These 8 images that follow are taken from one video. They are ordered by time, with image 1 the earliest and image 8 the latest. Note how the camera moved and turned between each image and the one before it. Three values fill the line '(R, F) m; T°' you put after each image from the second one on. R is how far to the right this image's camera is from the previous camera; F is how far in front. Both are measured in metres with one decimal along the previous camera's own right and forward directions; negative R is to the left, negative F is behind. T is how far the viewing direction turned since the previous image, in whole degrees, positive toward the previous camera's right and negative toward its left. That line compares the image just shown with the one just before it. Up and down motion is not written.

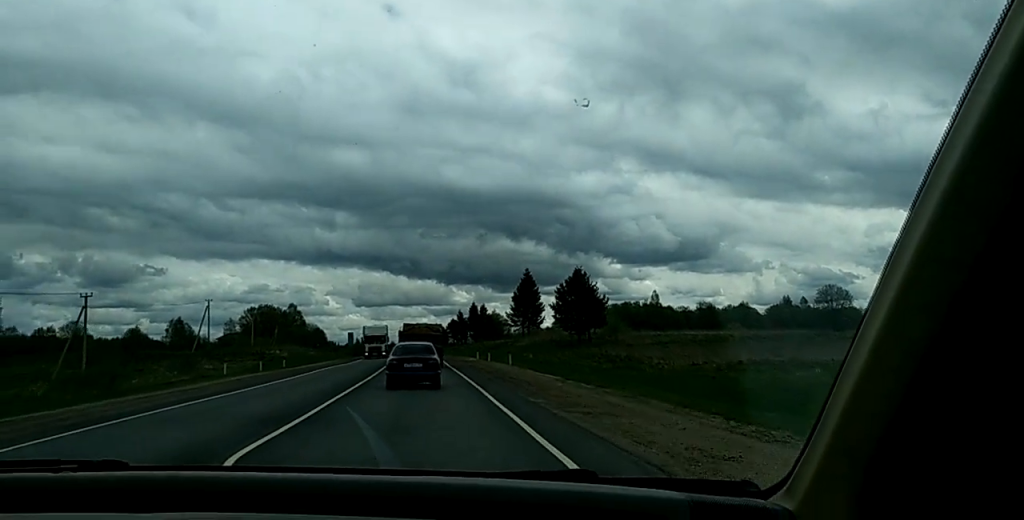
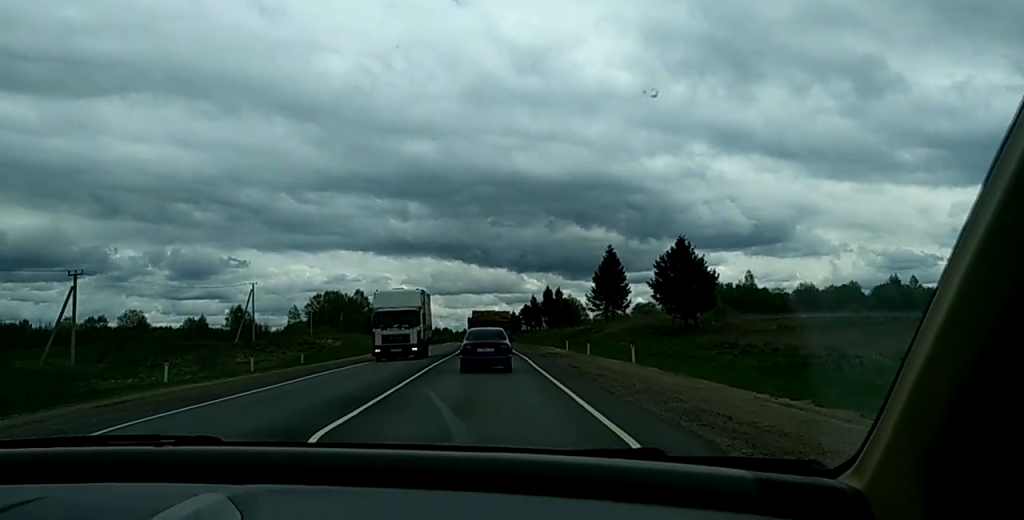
(-0.5, +20.1) m; 0°
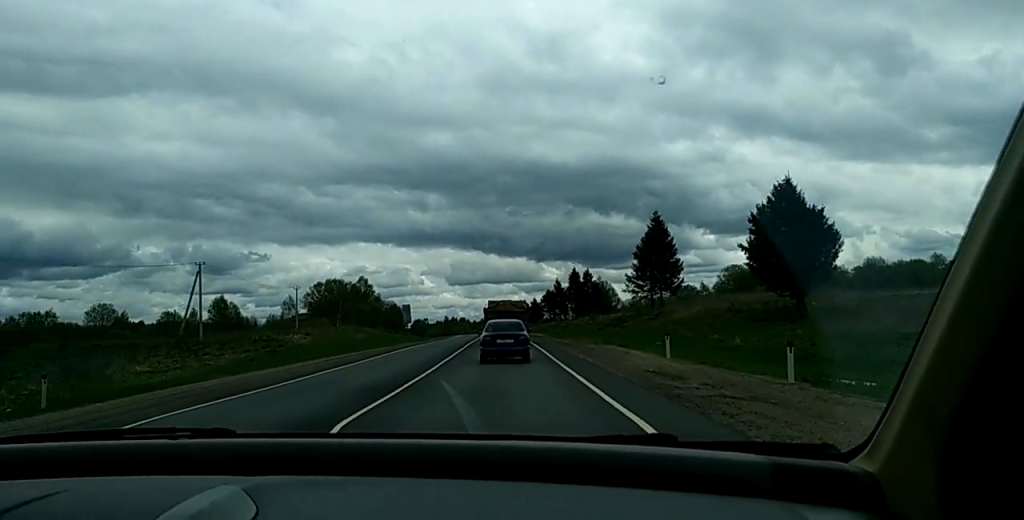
(+0.2, +28.3) m; -1°
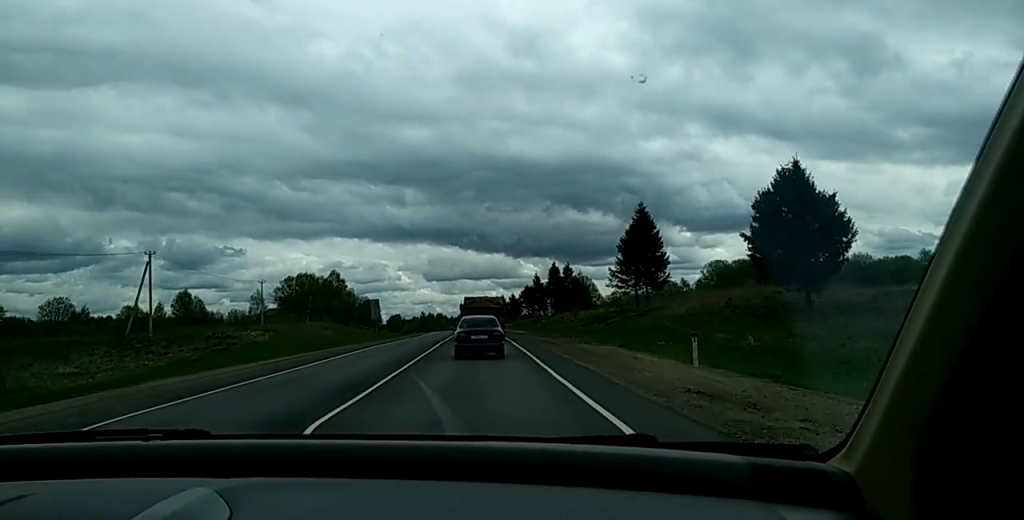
(-0.4, +6.4) m; 0°
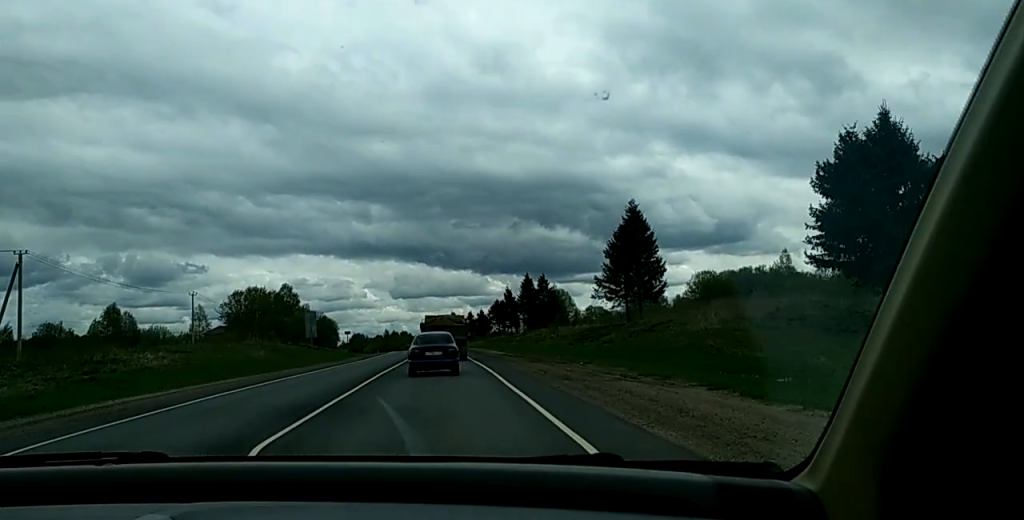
(+0.5, +17.5) m; +2°
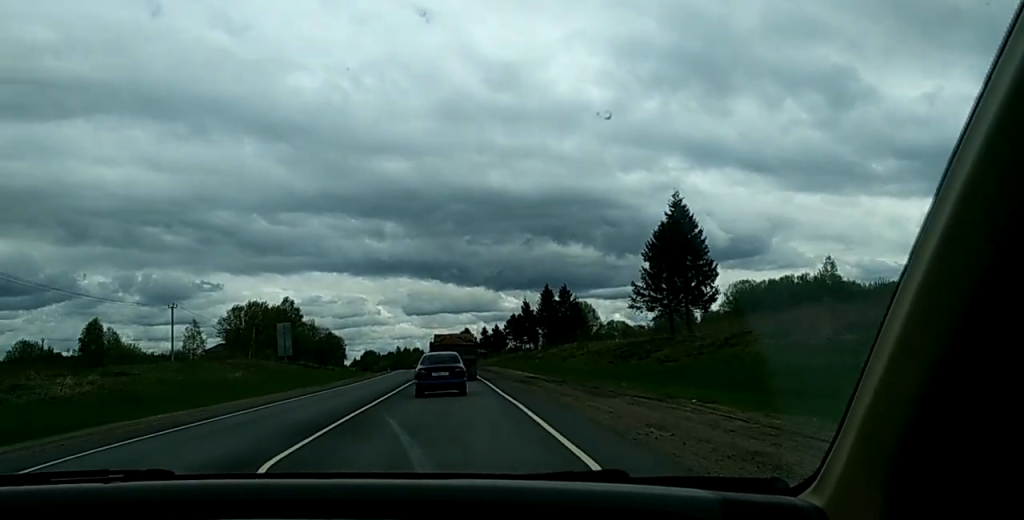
(+0.1, +15.4) m; 0°
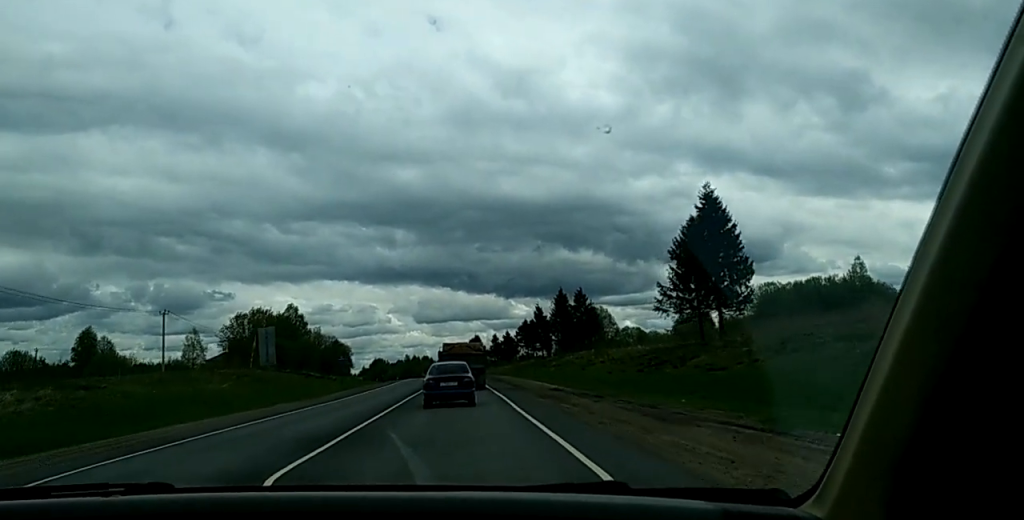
(0.0, +7.4) m; 0°
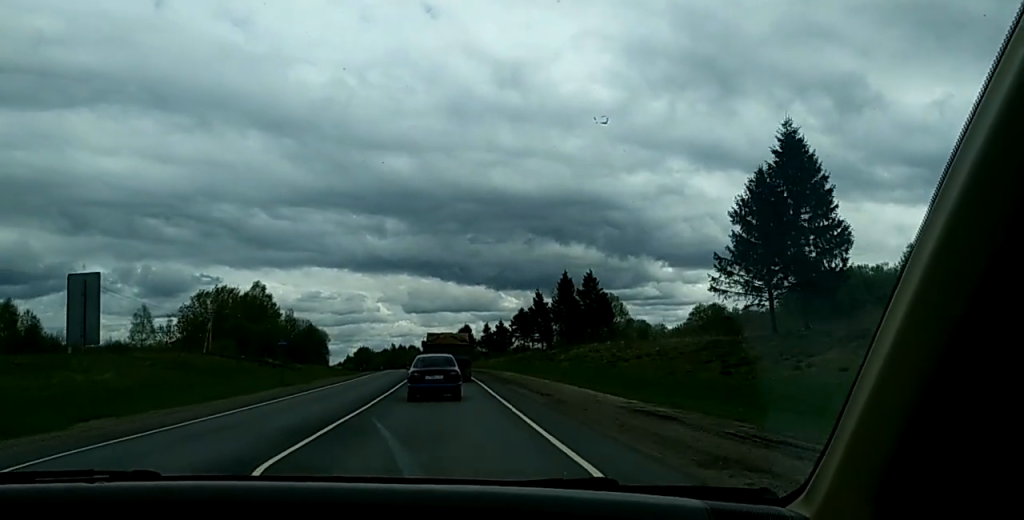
(+0.1, +21.8) m; 0°
